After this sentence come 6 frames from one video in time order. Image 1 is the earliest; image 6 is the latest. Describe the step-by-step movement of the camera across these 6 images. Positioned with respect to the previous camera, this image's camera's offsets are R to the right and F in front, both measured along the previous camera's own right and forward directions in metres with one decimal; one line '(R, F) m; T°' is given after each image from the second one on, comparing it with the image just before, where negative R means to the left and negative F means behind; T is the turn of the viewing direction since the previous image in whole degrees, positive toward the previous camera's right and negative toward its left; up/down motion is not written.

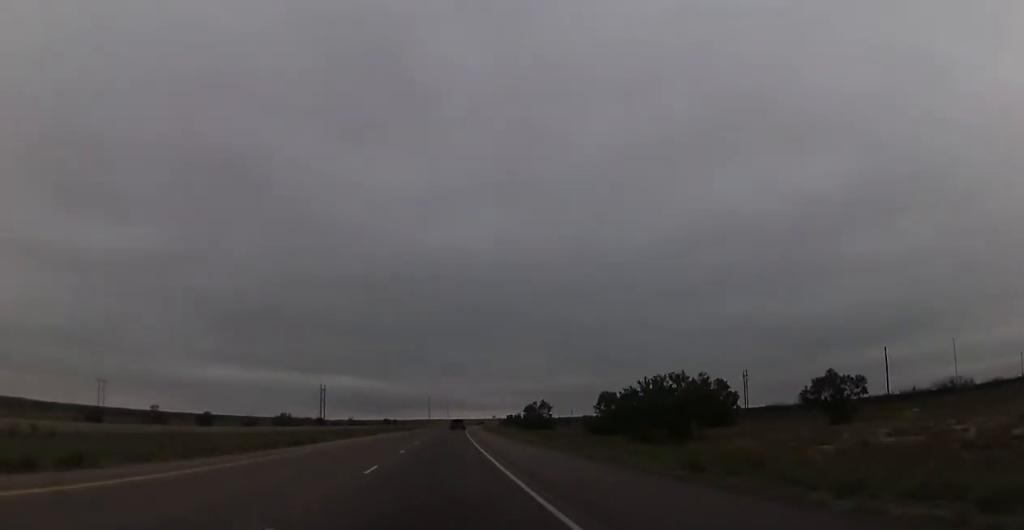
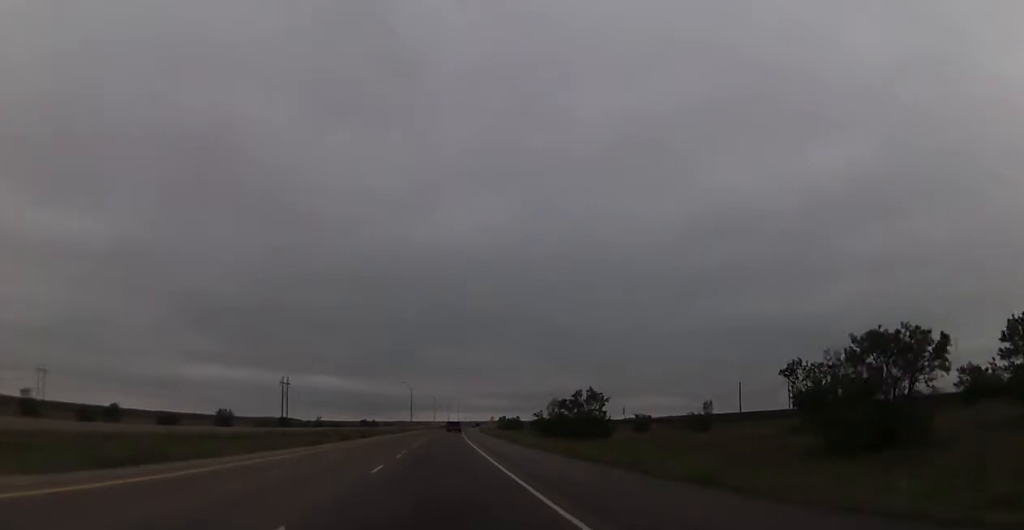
(-0.4, +48.5) m; 0°
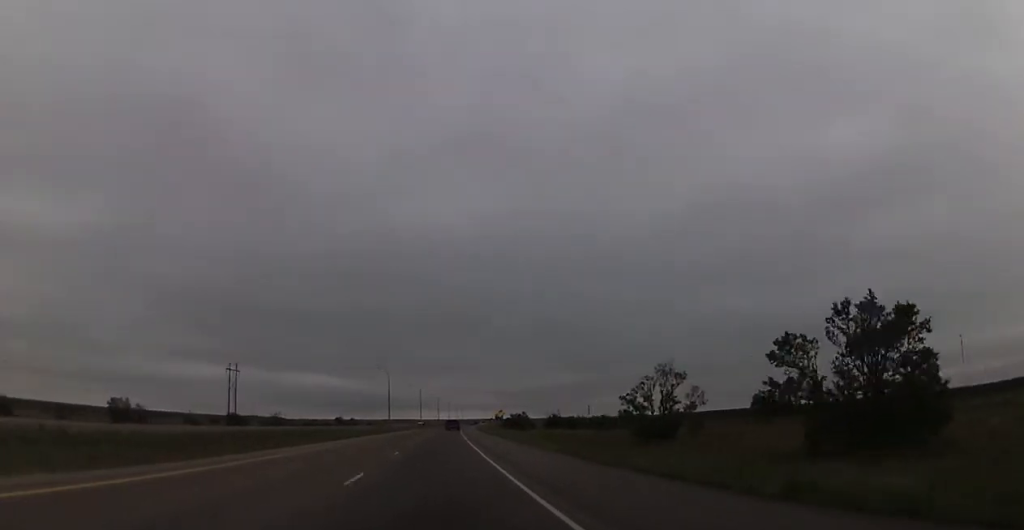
(+0.8, +52.0) m; +2°
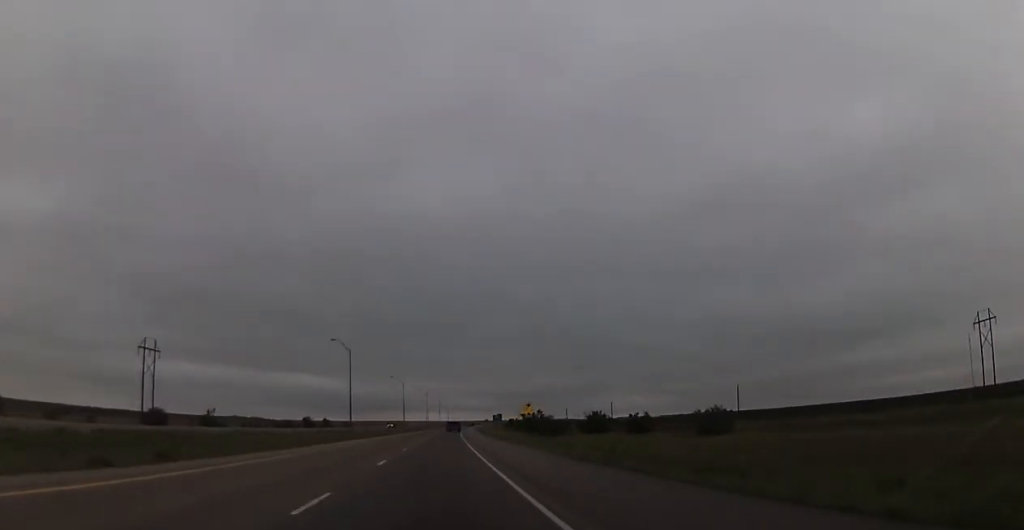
(+0.5, +53.2) m; +1°
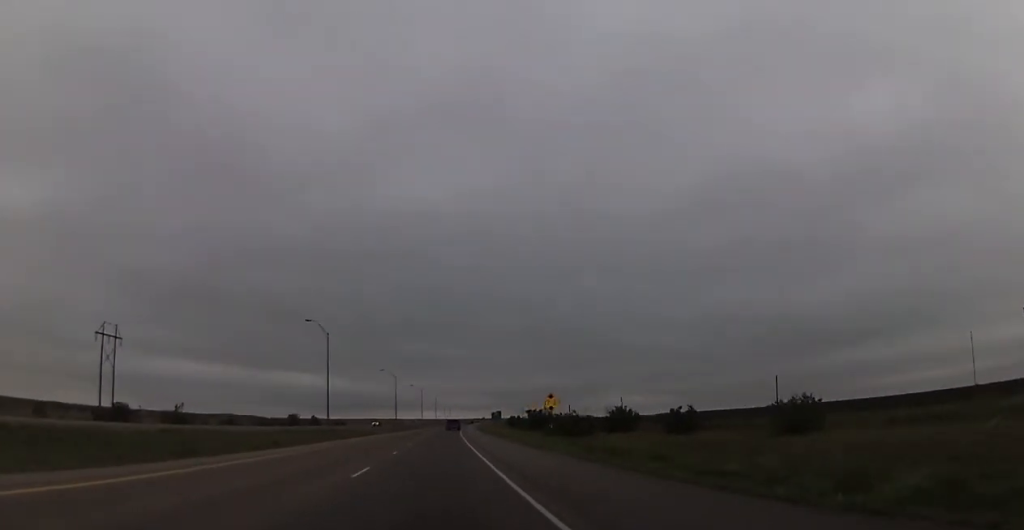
(-0.3, +17.7) m; 0°
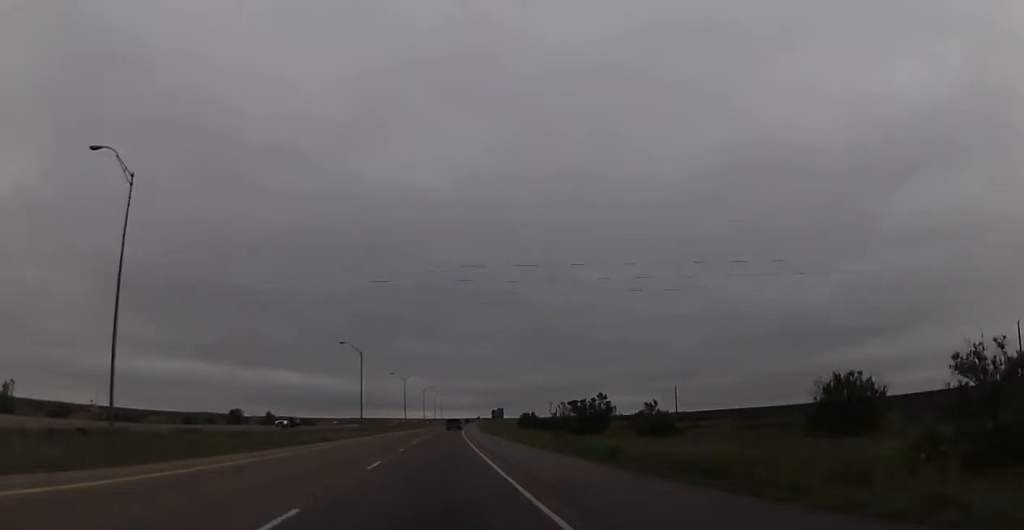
(+1.0, +57.9) m; +1°
